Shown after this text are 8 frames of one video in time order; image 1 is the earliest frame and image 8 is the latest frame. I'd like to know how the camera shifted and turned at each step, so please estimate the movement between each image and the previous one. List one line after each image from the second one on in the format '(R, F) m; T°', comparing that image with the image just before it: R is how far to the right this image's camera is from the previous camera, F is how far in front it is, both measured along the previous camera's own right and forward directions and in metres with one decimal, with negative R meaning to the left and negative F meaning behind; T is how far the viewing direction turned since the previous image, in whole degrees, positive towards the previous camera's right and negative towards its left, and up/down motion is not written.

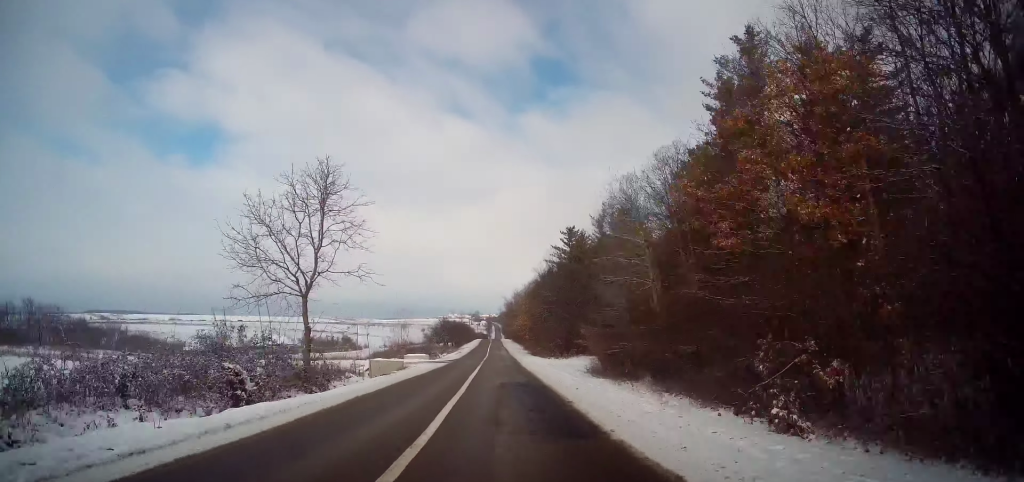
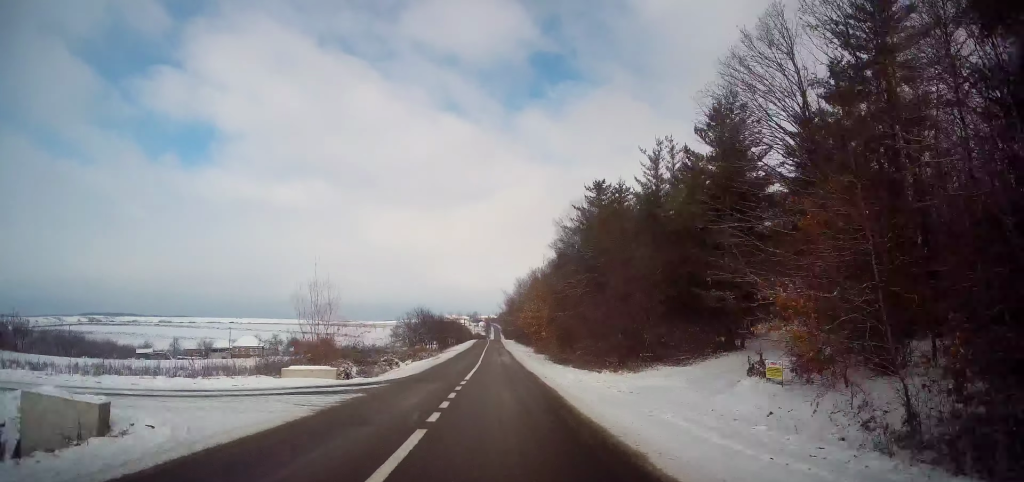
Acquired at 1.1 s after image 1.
(0.0, +25.0) m; 0°
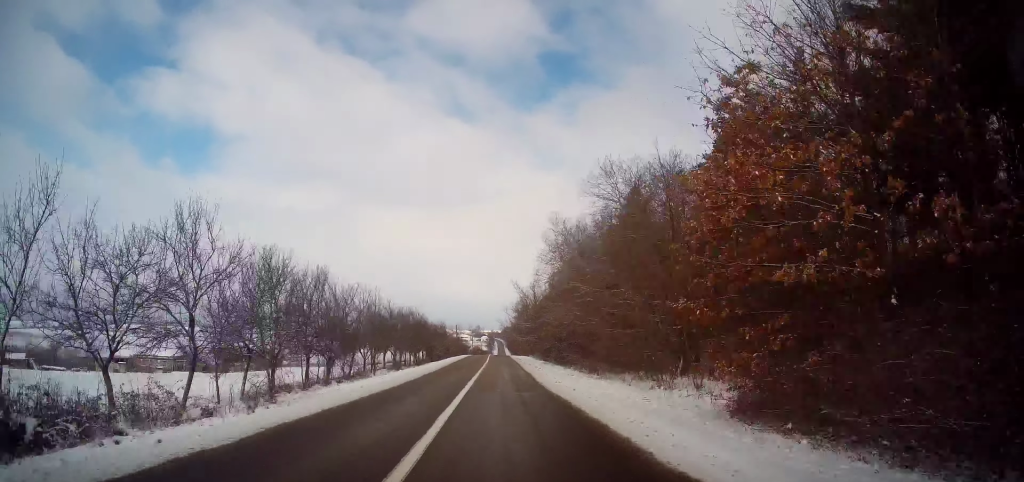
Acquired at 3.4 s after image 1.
(0.0, +50.0) m; 0°
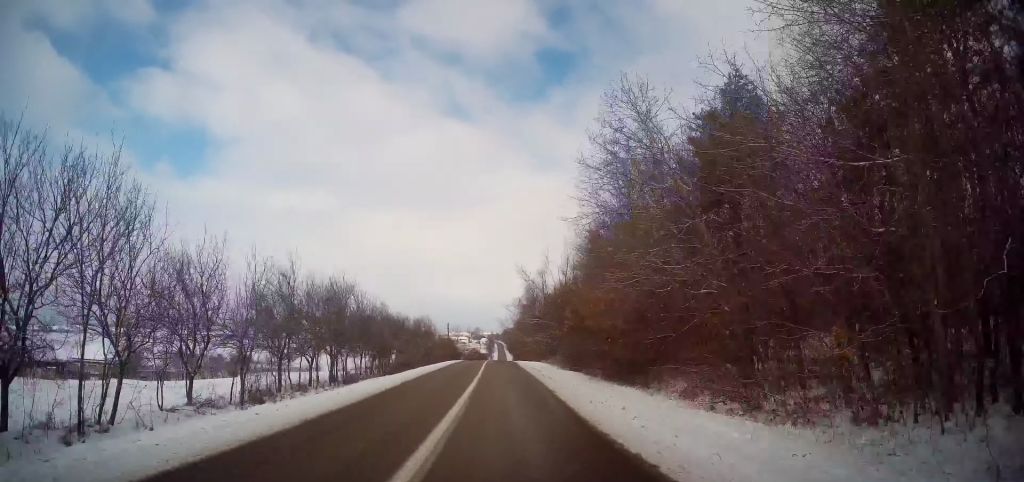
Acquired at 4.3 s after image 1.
(0.0, +21.1) m; 0°
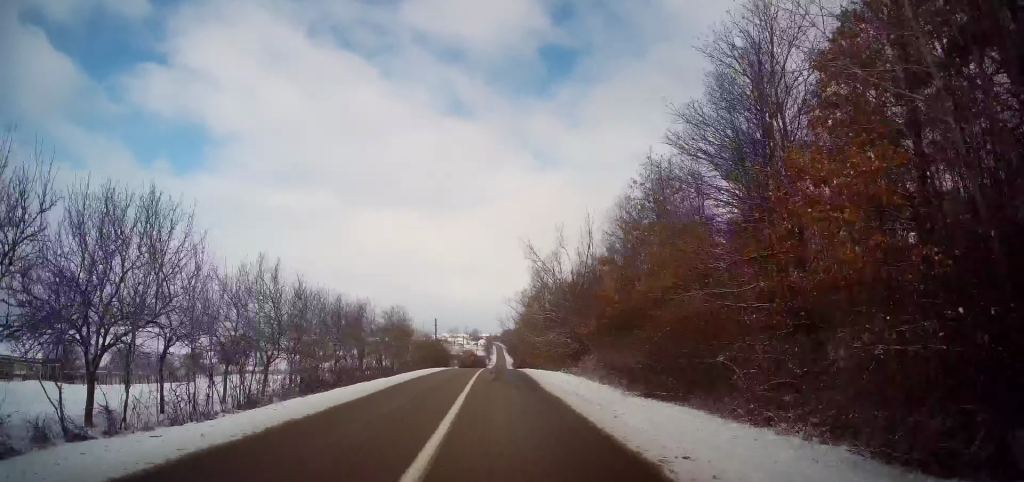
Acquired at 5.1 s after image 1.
(0.0, +18.8) m; 0°
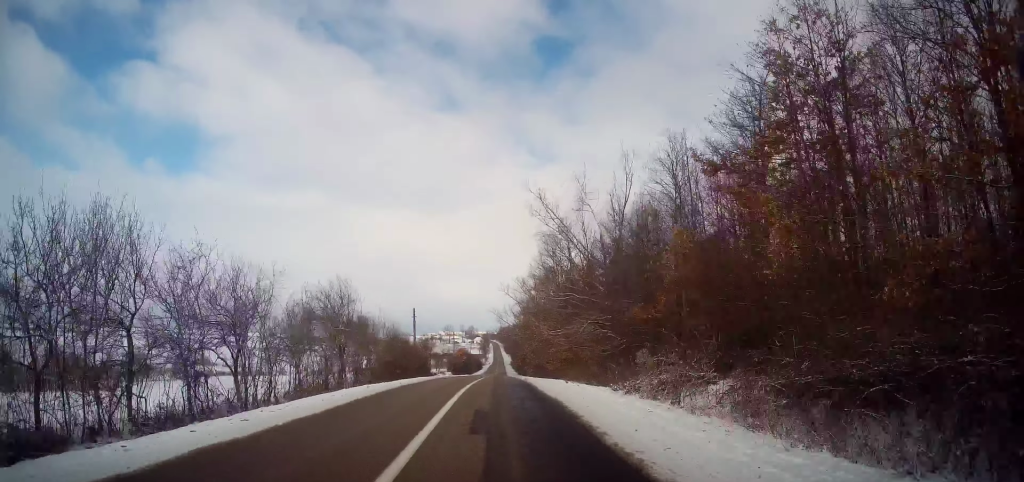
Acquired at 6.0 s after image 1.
(+0.1, +18.7) m; +1°
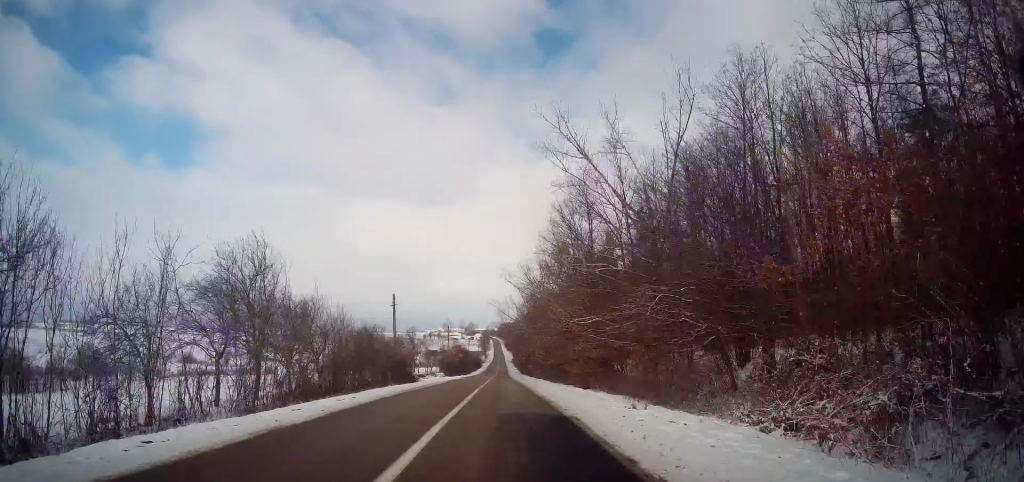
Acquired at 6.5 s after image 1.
(+0.1, +12.7) m; 0°
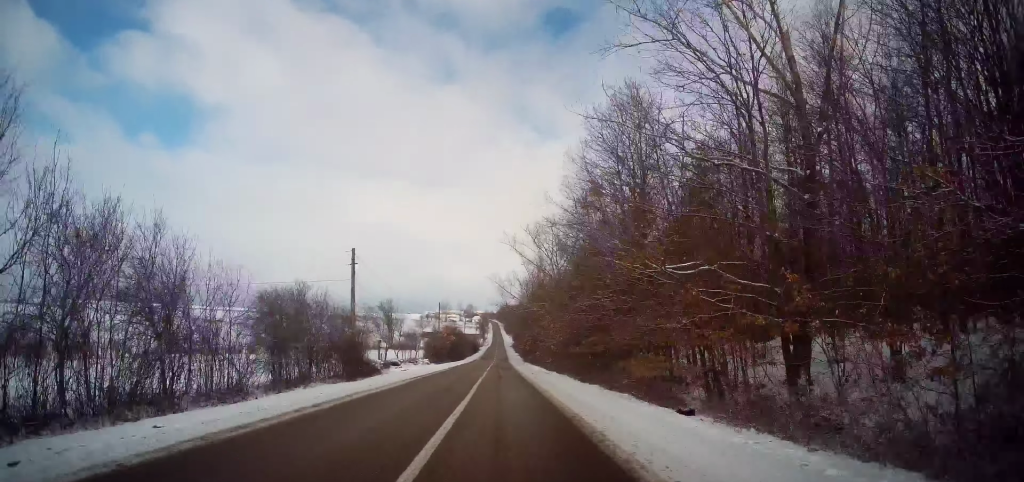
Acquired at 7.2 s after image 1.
(+0.2, +14.9) m; -1°
